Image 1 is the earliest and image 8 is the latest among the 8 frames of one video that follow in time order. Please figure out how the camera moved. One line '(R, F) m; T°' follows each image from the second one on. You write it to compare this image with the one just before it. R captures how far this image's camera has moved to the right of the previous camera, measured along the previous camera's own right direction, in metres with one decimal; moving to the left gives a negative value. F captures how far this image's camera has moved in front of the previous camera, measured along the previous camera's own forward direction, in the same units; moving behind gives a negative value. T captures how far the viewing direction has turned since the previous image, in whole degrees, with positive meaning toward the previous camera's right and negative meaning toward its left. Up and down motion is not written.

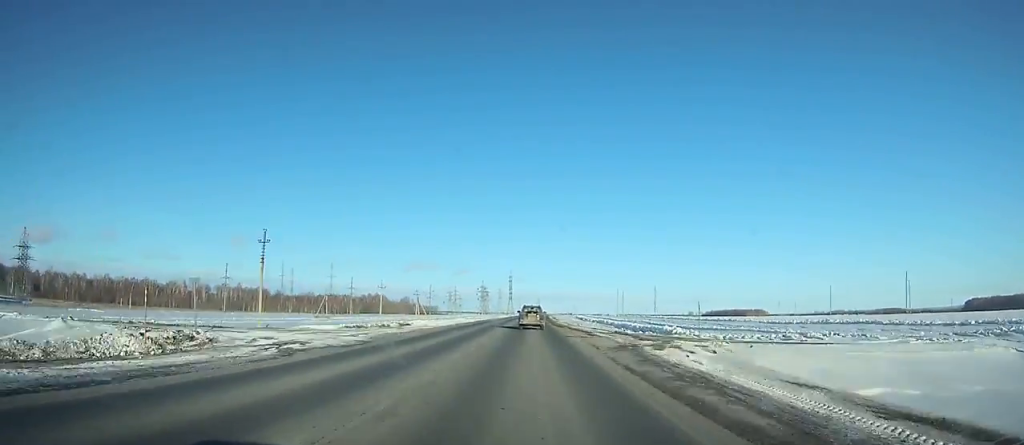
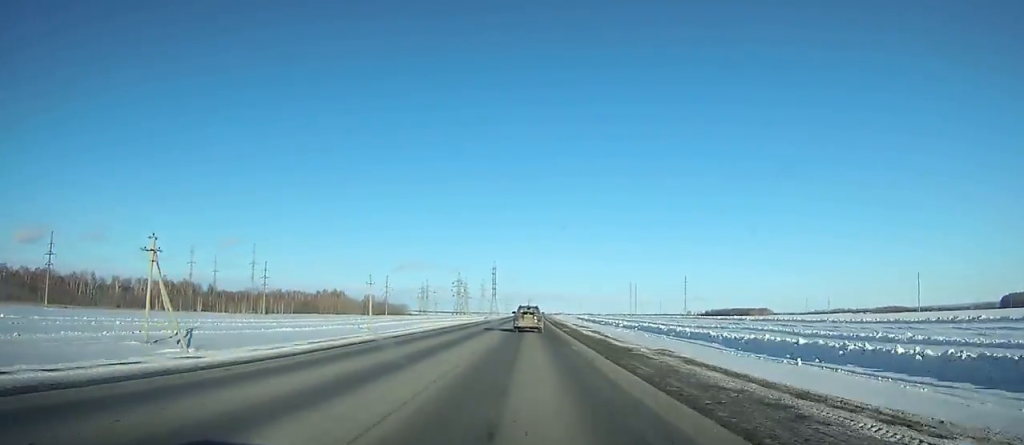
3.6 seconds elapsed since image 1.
(-0.1, +105.8) m; 0°
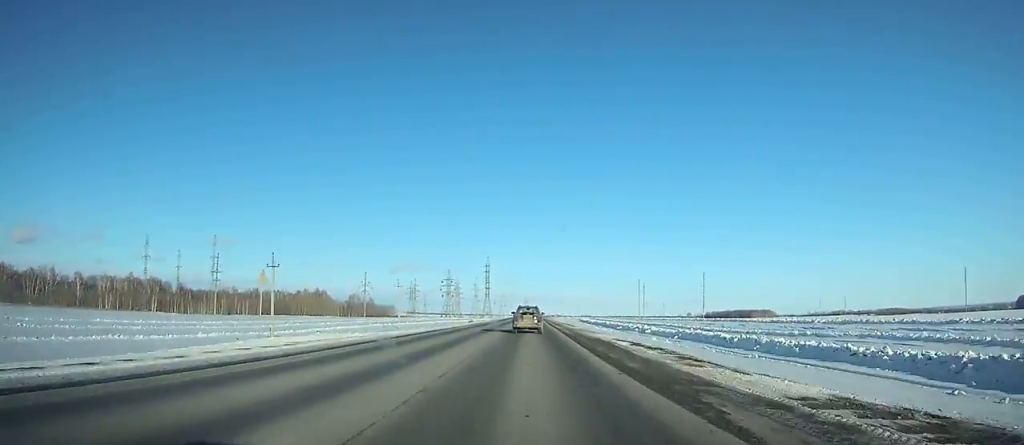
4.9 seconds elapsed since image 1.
(0.0, +37.4) m; 0°
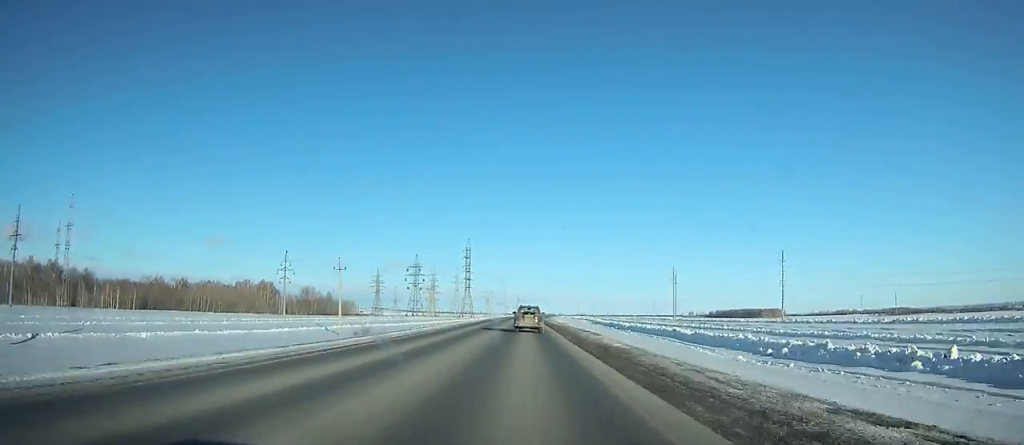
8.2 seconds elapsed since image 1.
(+0.8, +92.6) m; +1°
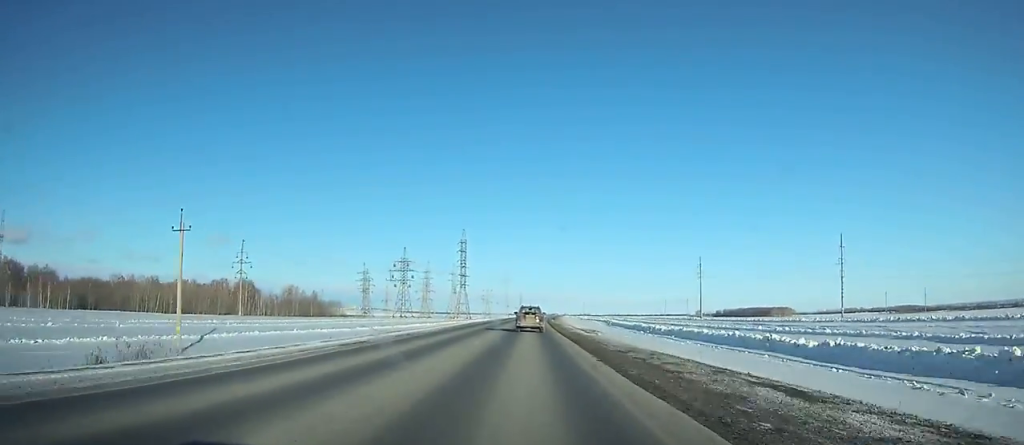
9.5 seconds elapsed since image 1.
(0.0, +35.8) m; 0°
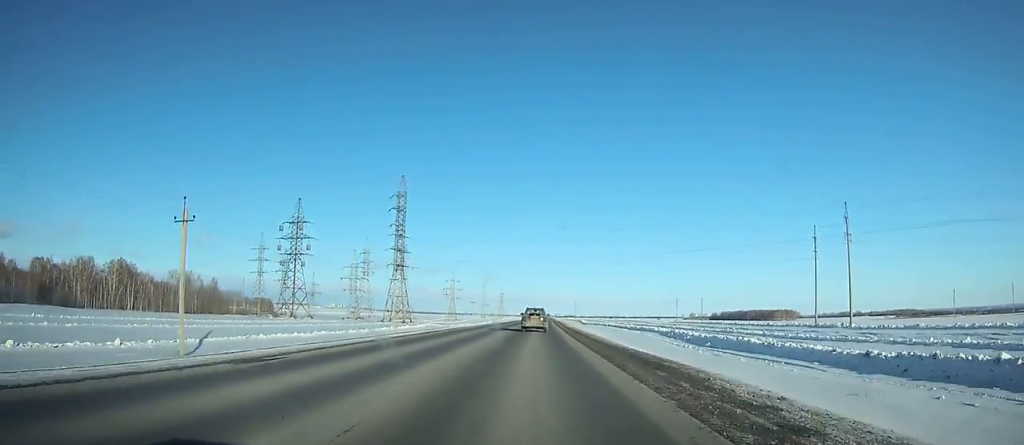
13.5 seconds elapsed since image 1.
(+0.8, +108.3) m; +1°
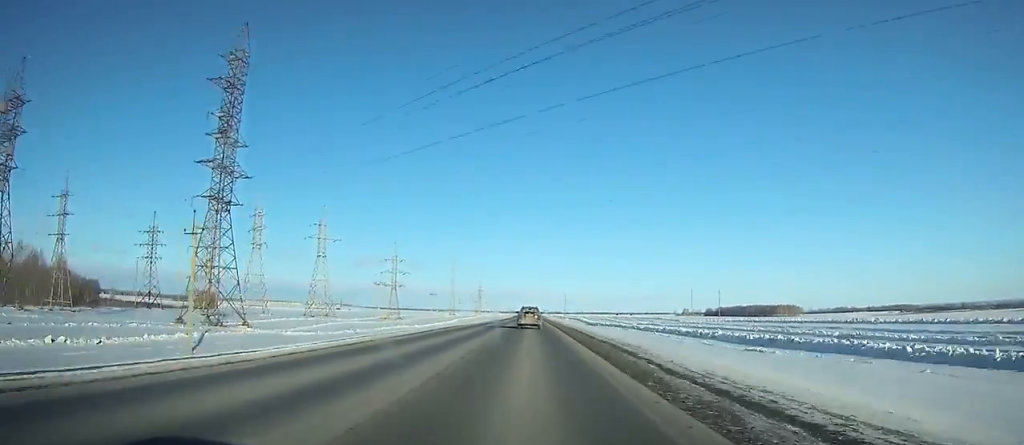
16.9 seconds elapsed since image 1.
(+1.2, +90.5) m; +1°
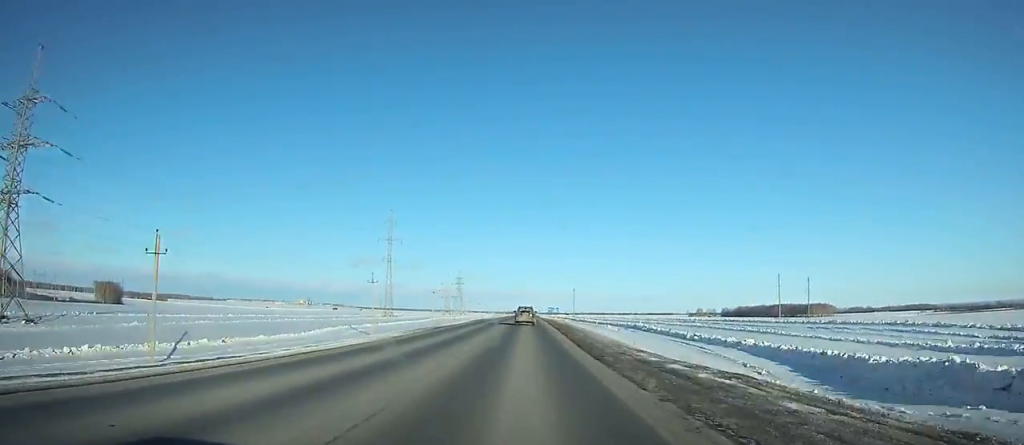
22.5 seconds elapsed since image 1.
(+1.0, +148.7) m; 0°
